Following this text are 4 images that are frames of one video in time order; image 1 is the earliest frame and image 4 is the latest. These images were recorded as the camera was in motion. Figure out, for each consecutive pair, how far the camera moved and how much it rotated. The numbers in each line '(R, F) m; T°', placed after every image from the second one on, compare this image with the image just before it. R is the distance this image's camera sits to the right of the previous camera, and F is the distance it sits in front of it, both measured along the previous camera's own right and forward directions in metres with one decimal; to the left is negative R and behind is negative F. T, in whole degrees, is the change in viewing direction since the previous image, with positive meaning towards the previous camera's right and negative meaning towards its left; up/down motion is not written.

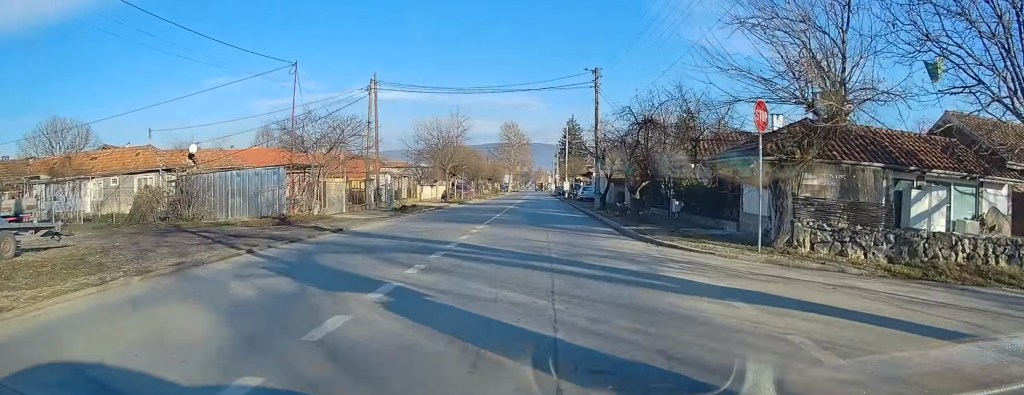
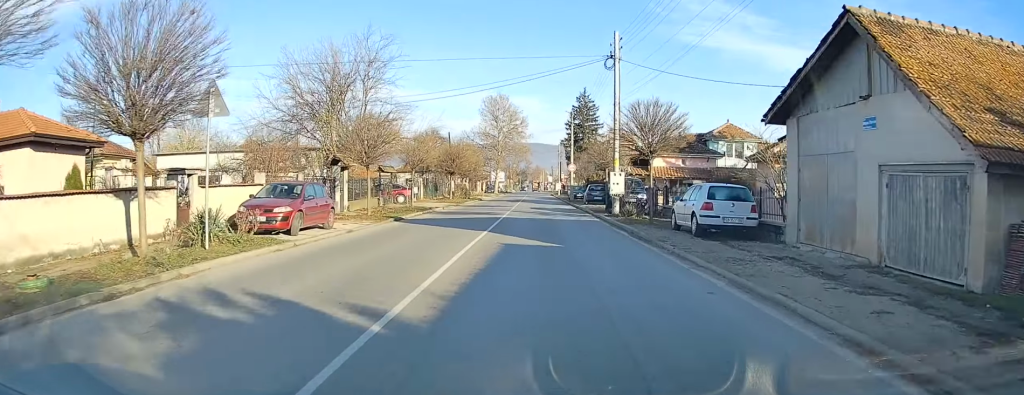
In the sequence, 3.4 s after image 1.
(+0.4, +44.4) m; +1°
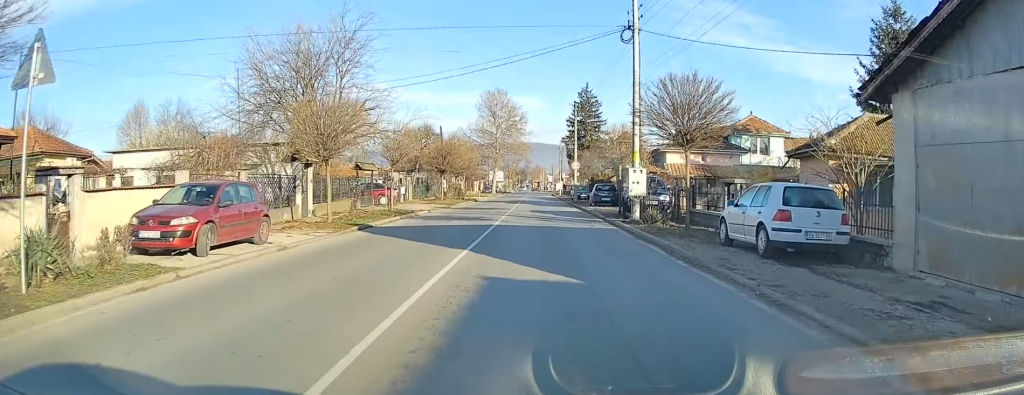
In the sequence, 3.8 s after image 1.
(+0.1, +5.3) m; 0°
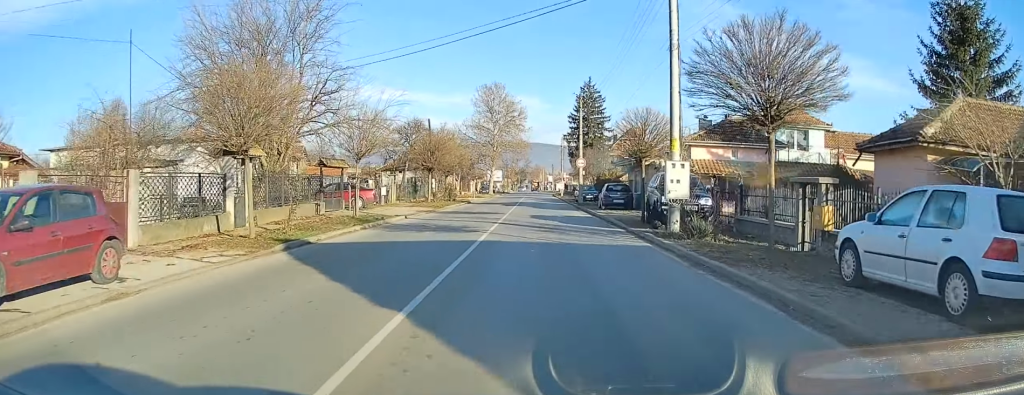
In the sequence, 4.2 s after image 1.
(0.0, +6.1) m; 0°
